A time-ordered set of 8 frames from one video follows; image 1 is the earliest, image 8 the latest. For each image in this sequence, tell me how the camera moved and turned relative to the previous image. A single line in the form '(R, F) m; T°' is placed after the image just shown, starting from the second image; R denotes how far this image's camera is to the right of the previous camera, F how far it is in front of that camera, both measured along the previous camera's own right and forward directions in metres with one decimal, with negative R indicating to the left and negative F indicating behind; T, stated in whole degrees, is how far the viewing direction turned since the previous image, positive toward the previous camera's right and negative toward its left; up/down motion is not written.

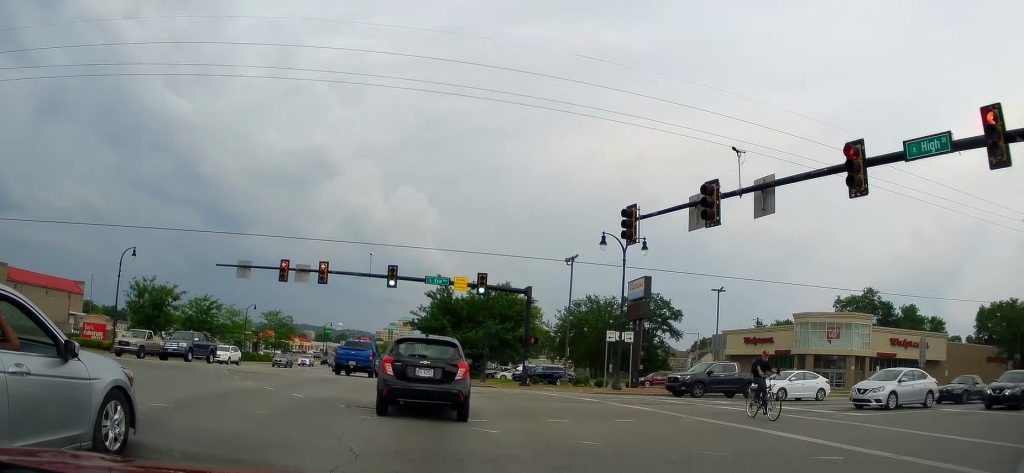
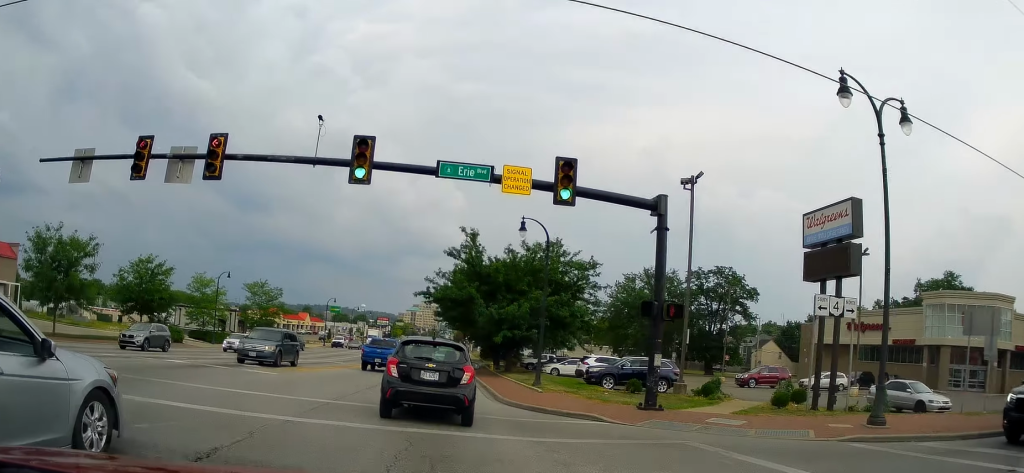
(-1.2, +20.6) m; -10°
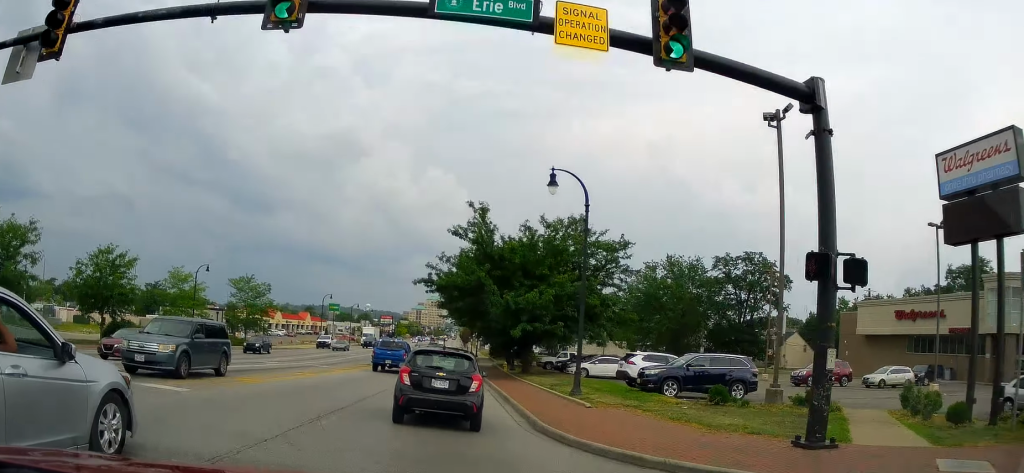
(-0.4, +8.3) m; -4°
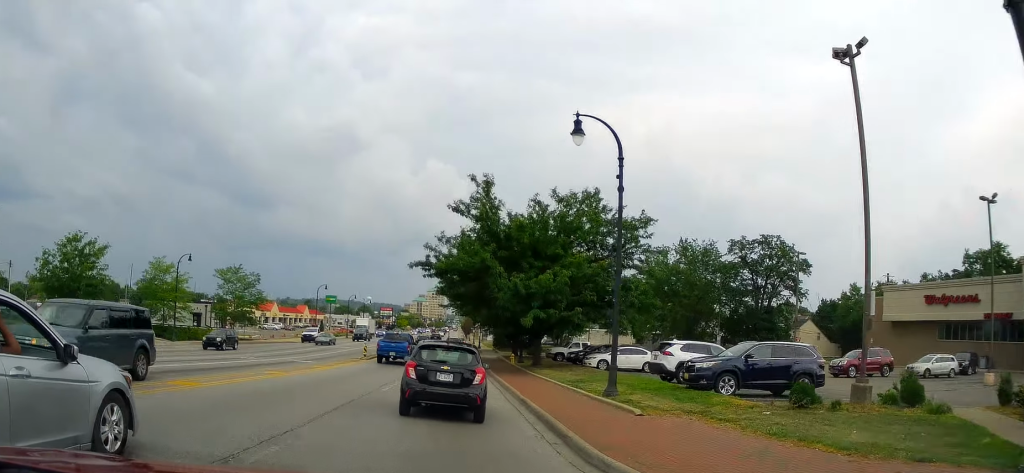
(-0.1, +4.8) m; -2°
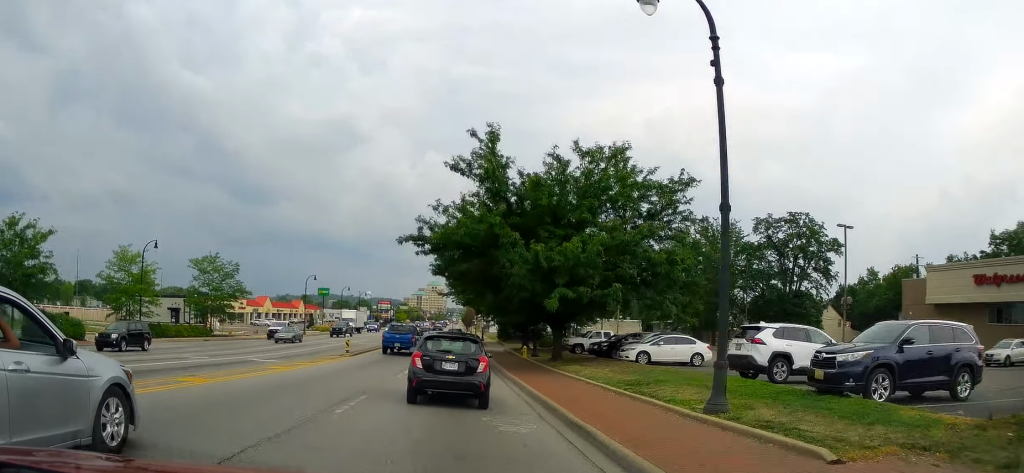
(-0.2, +7.5) m; +1°
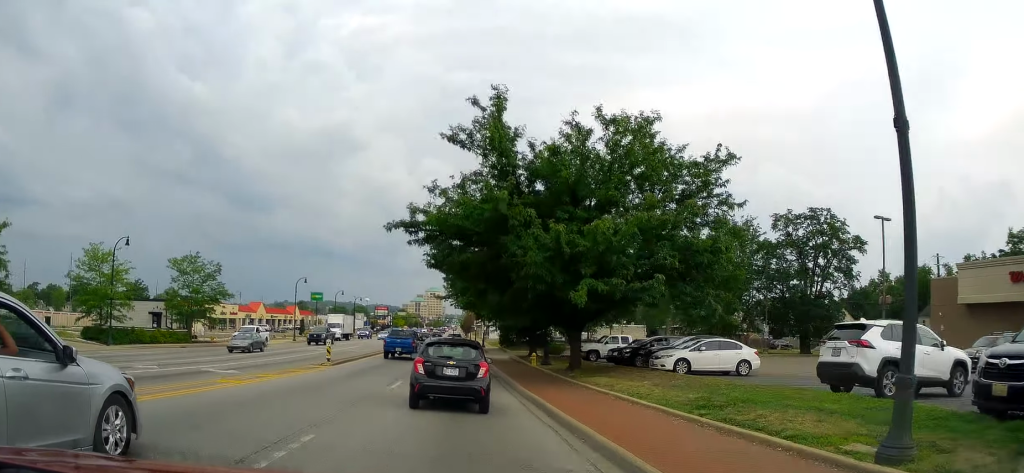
(-0.2, +5.0) m; +1°
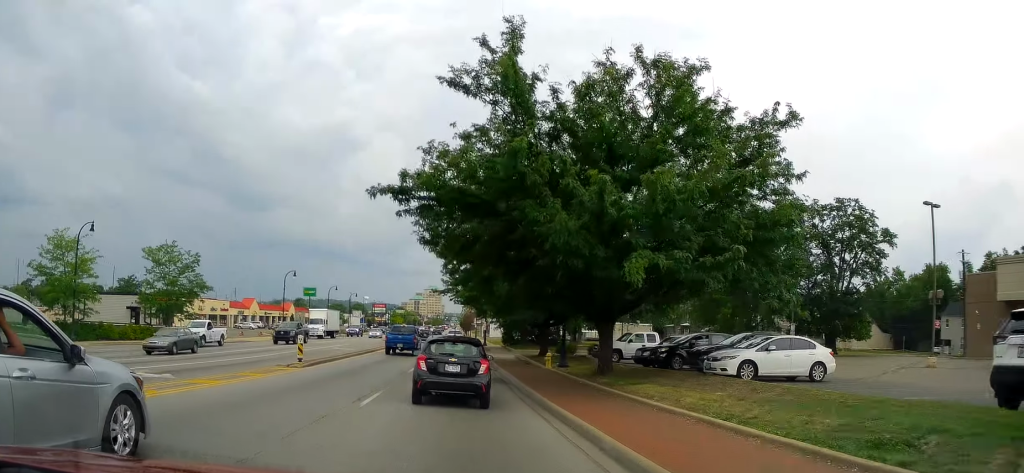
(+0.3, +5.5) m; +2°
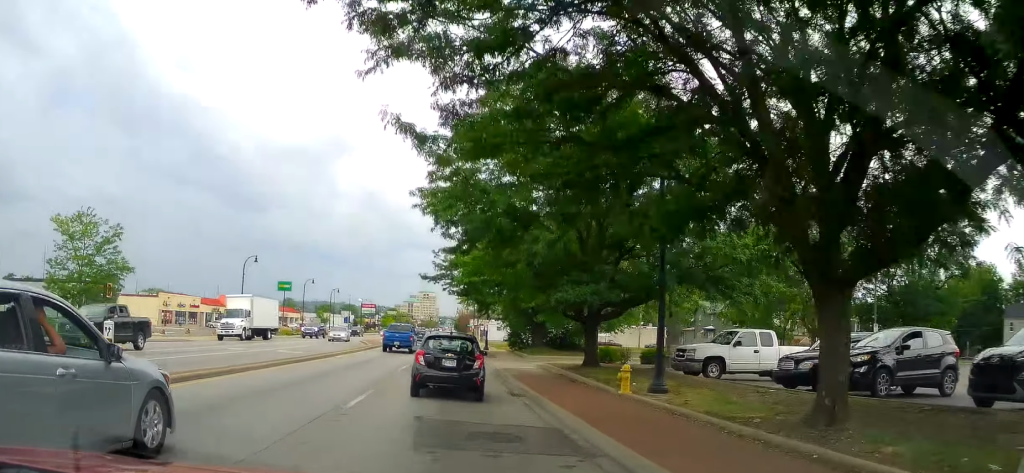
(+0.5, +13.9) m; +1°
